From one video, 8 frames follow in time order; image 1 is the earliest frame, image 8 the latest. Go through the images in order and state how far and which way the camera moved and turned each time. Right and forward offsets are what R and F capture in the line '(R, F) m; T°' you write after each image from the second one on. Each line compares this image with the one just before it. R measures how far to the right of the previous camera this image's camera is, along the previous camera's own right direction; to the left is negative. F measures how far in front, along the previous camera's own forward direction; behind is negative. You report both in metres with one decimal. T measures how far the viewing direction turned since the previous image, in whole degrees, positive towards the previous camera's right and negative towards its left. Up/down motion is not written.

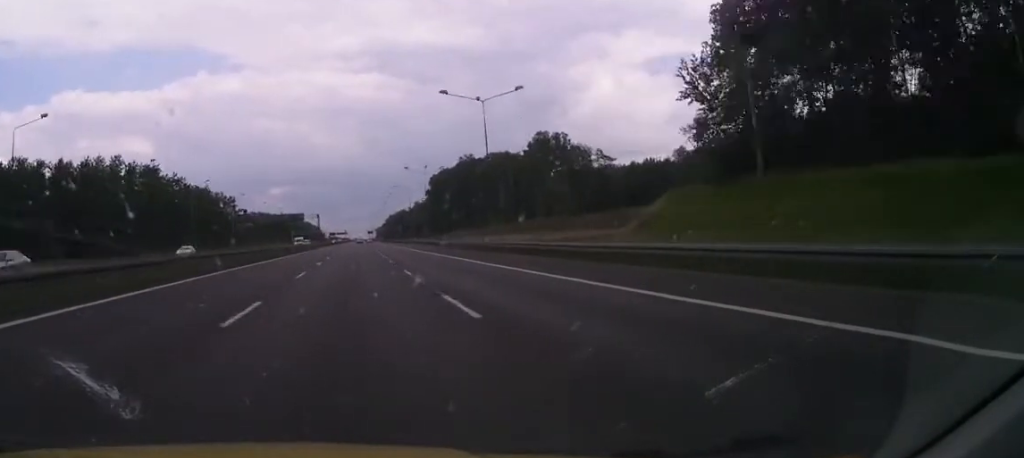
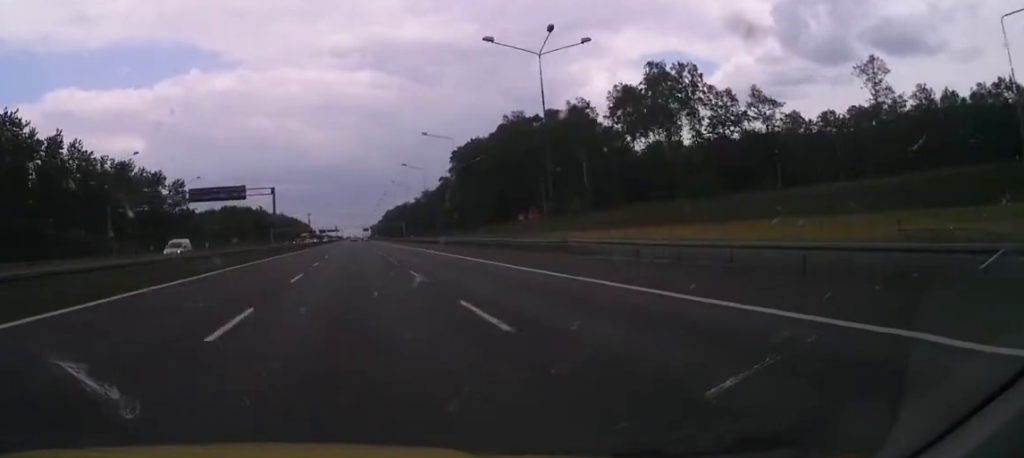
(+1.2, +73.1) m; +1°
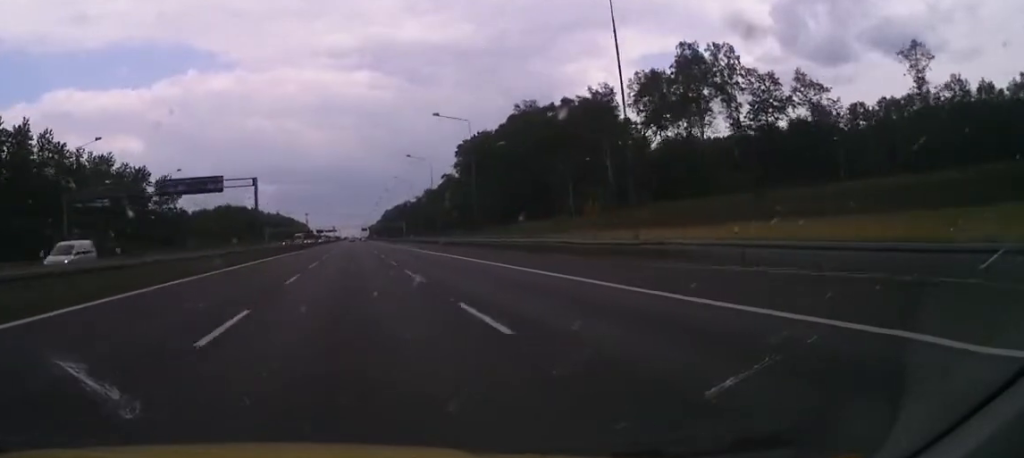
(0.0, +12.2) m; 0°
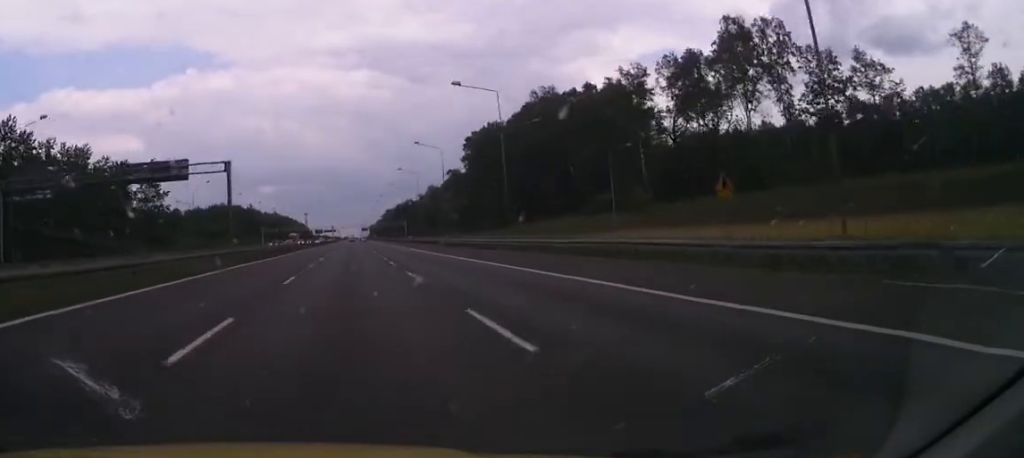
(0.0, +13.2) m; 0°
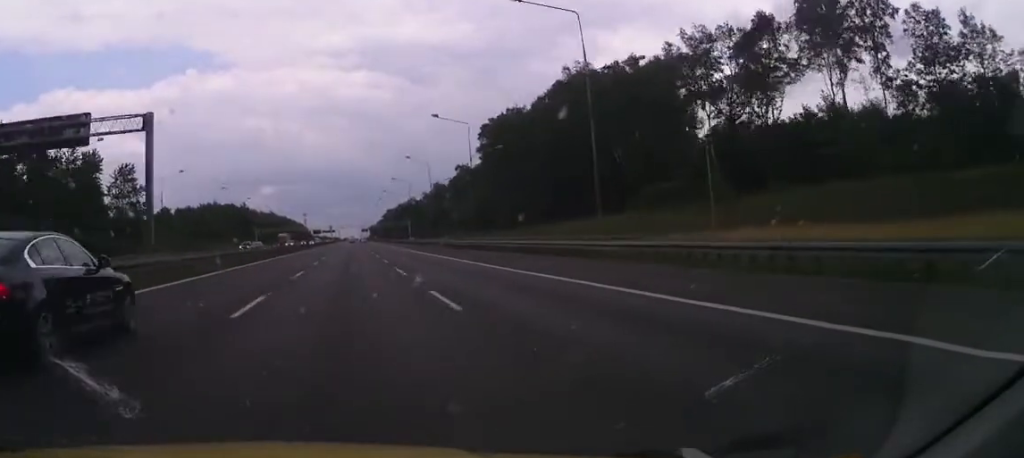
(0.0, +19.3) m; 0°
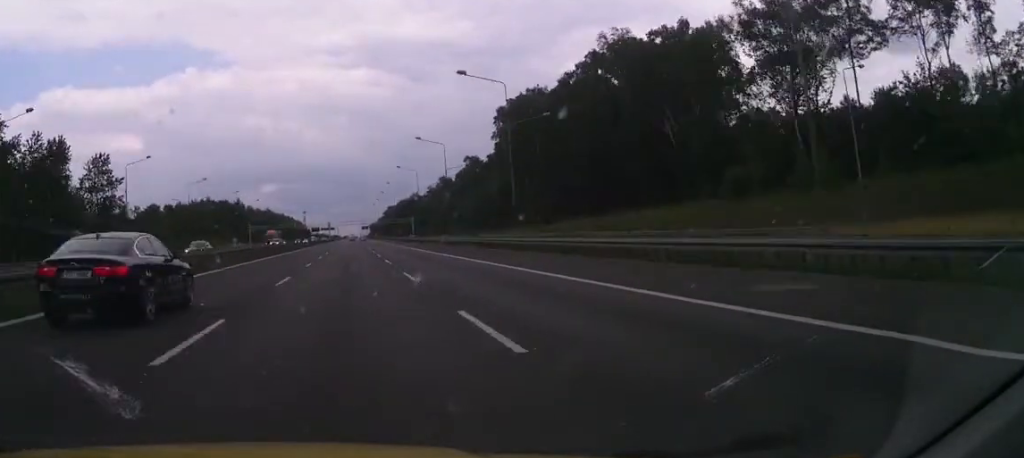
(0.0, +16.2) m; 0°
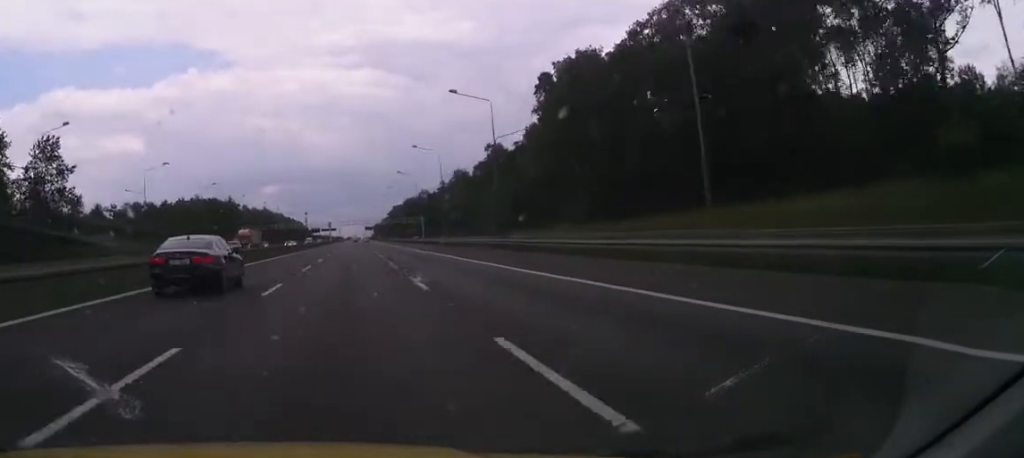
(0.0, +26.4) m; 0°
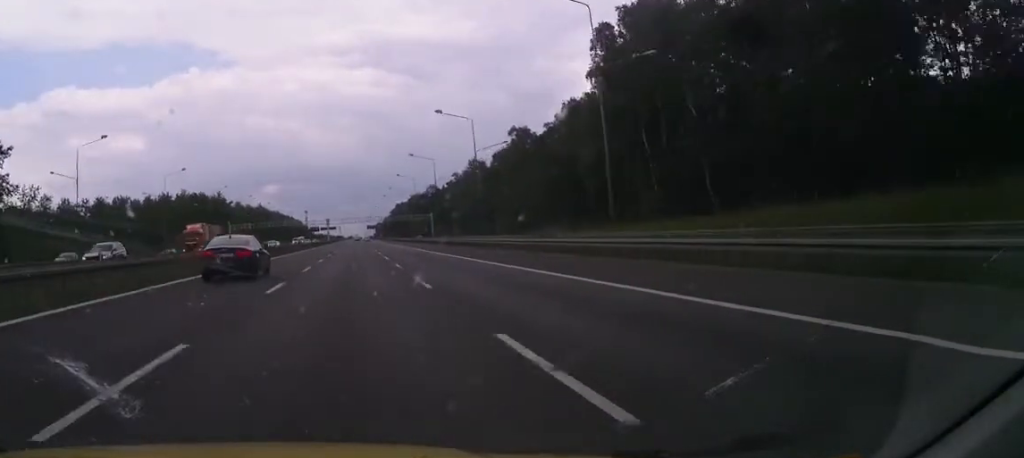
(0.0, +23.4) m; 0°
